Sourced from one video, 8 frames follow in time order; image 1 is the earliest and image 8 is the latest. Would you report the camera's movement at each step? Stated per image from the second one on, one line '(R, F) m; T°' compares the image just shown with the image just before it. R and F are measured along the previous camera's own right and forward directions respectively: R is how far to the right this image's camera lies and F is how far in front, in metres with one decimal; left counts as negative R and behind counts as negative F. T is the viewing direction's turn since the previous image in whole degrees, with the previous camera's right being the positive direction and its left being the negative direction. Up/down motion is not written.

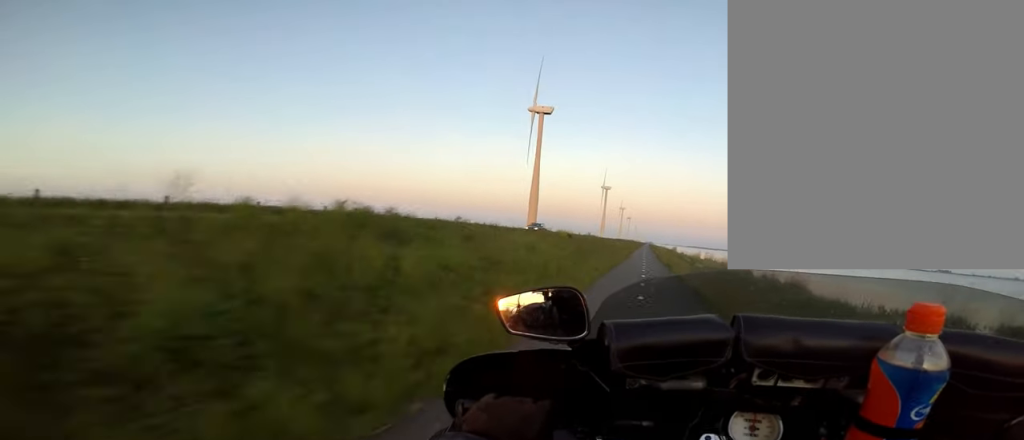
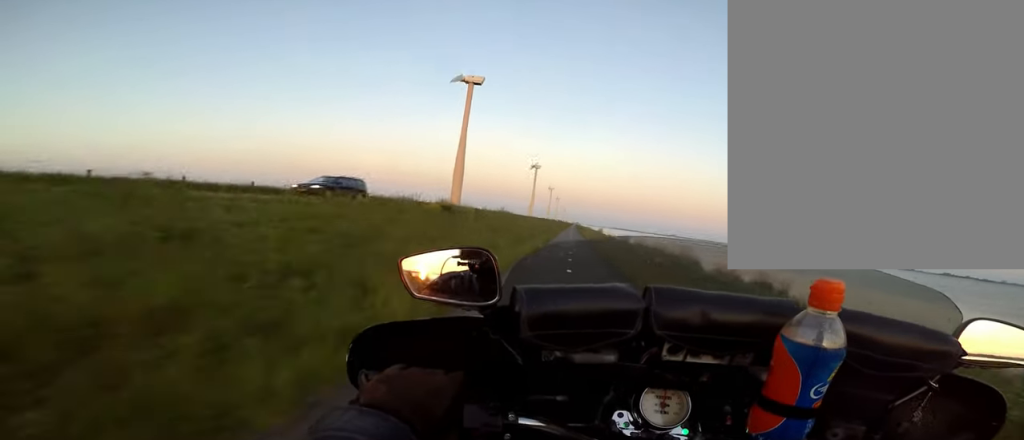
(+0.1, +11.1) m; -1°
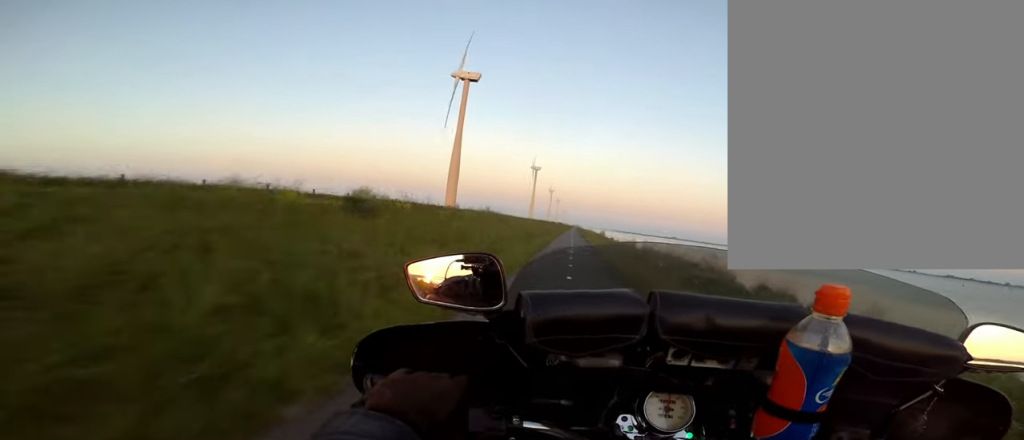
(-0.4, +6.9) m; 0°
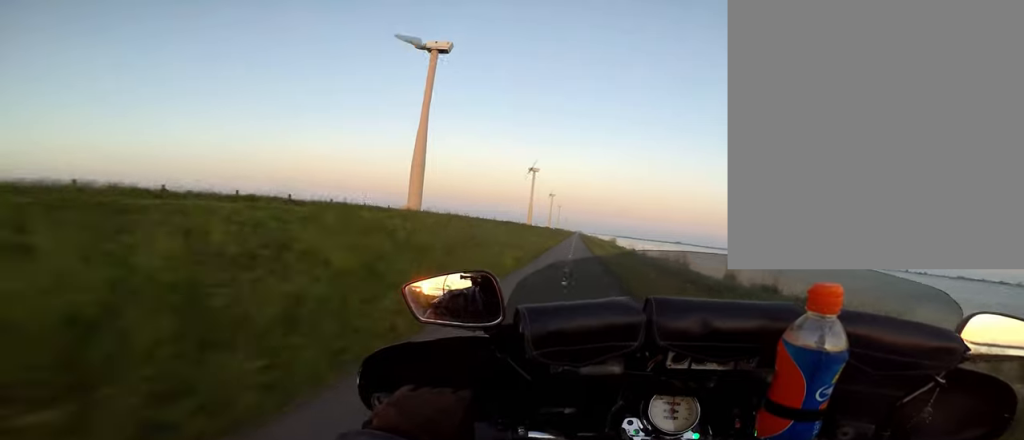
(+0.2, +33.1) m; +2°
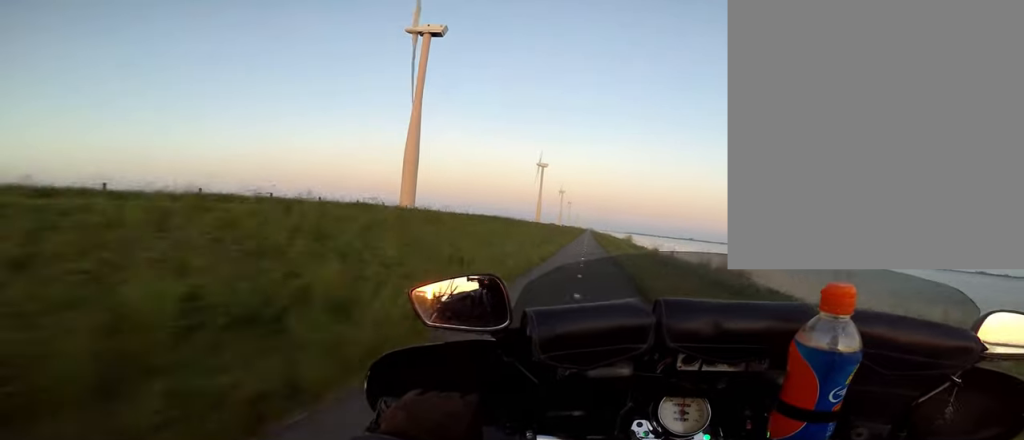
(-0.2, +10.7) m; +1°
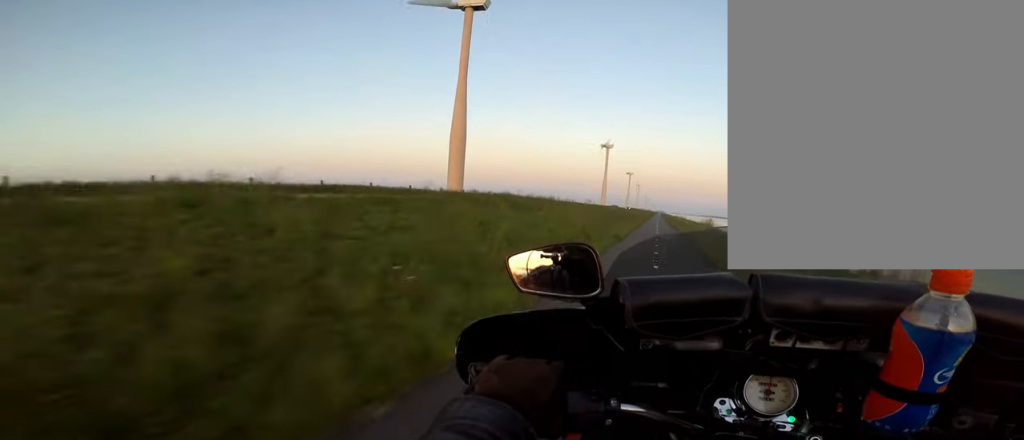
(+1.0, +10.1) m; 0°
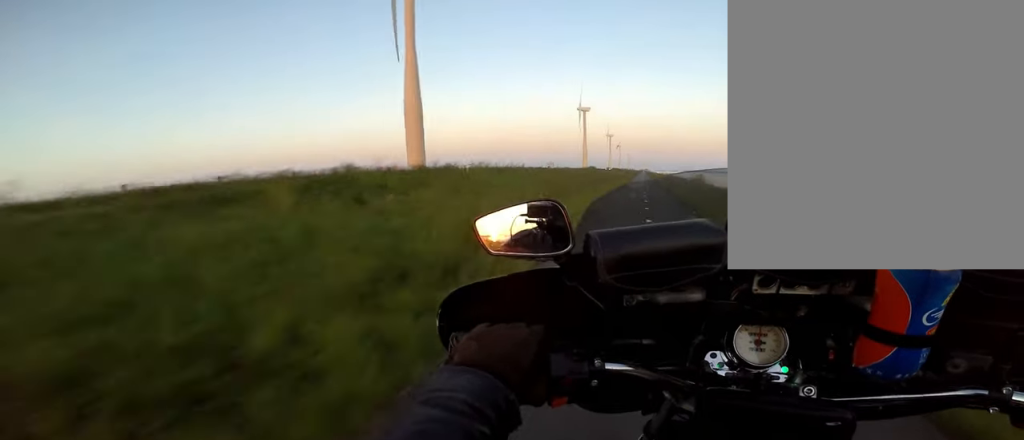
(-0.4, +8.2) m; -2°
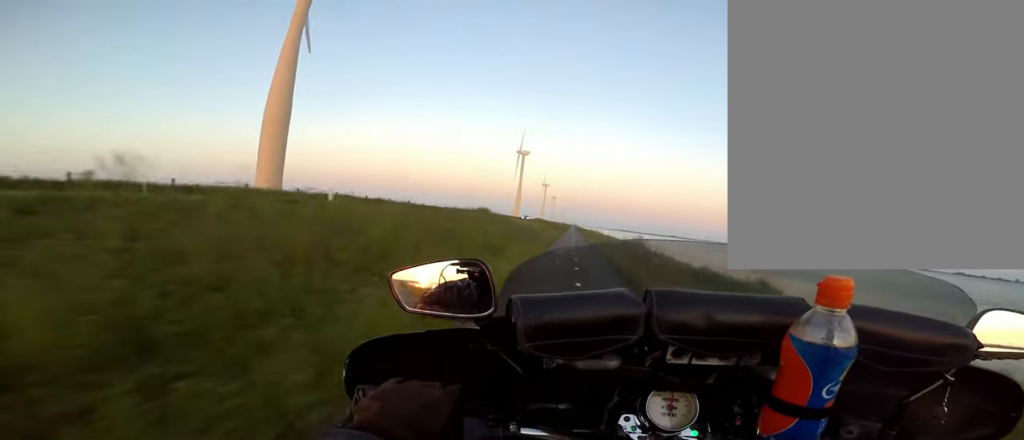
(-1.5, +22.4) m; -1°
